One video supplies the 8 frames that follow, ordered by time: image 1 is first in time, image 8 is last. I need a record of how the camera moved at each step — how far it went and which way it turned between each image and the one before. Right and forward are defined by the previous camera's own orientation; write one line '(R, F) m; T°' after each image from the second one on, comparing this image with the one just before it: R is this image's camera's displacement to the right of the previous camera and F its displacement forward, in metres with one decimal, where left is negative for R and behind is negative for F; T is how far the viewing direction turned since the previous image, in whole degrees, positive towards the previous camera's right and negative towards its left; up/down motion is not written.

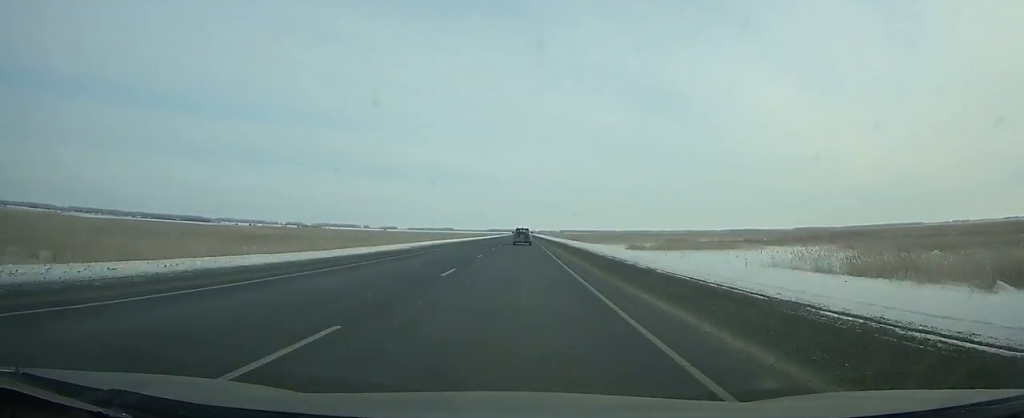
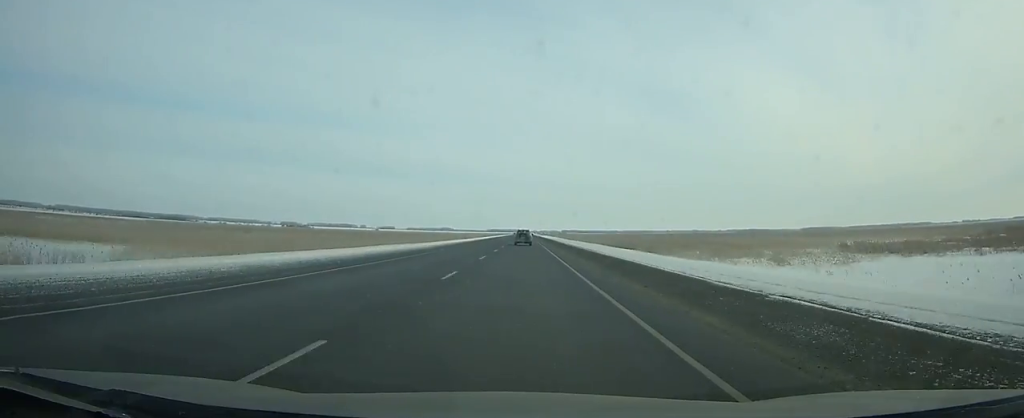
(-0.2, +96.6) m; 0°
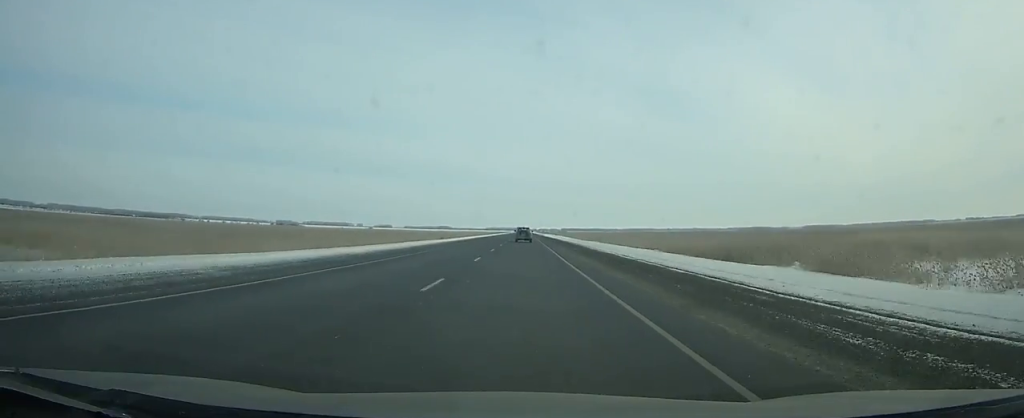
(0.0, +51.2) m; 0°
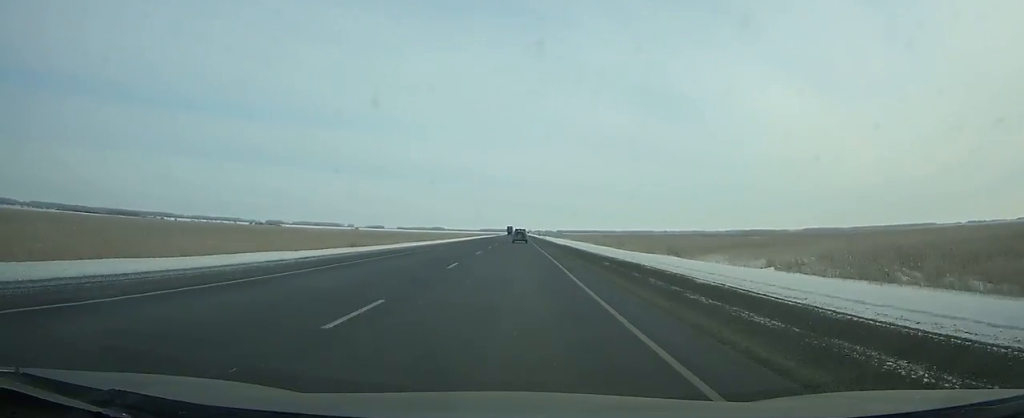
(+0.2, +76.8) m; 0°
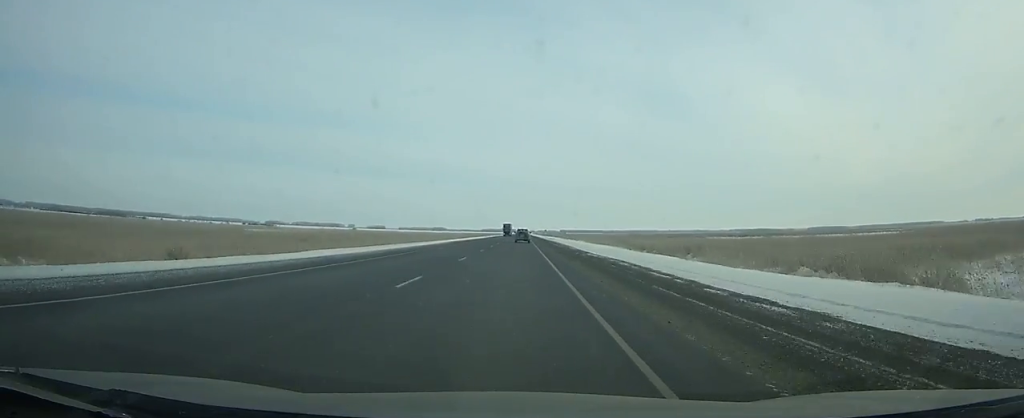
(+0.1, +42.6) m; 0°
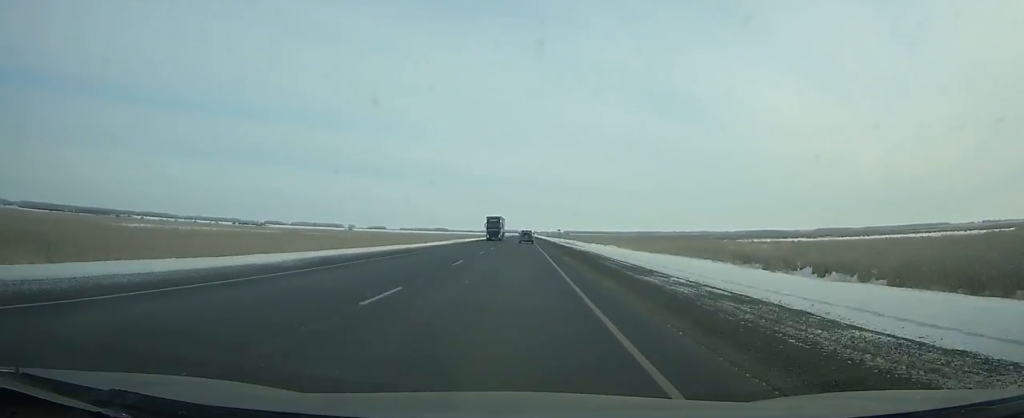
(-0.1, +51.5) m; 0°
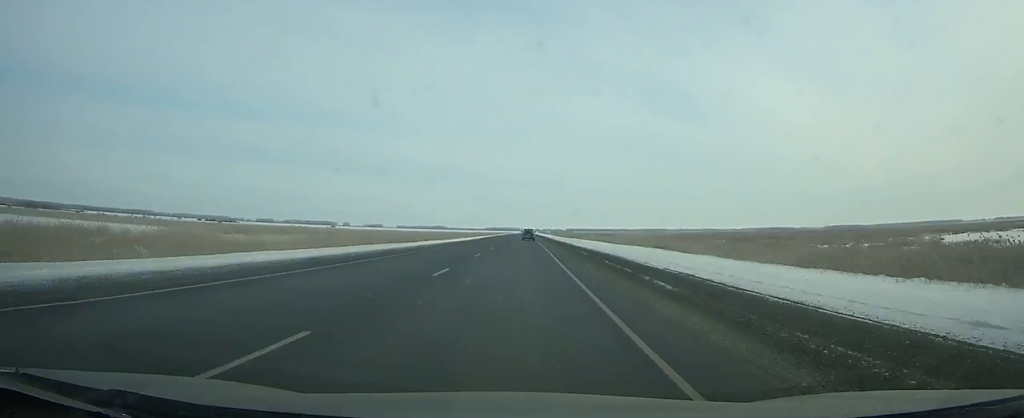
(-0.3, +127.0) m; 0°
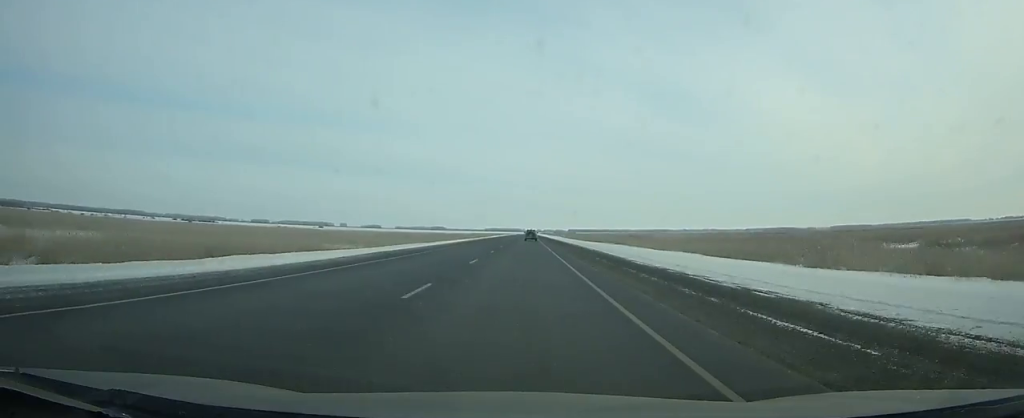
(0.0, +79.6) m; 0°
